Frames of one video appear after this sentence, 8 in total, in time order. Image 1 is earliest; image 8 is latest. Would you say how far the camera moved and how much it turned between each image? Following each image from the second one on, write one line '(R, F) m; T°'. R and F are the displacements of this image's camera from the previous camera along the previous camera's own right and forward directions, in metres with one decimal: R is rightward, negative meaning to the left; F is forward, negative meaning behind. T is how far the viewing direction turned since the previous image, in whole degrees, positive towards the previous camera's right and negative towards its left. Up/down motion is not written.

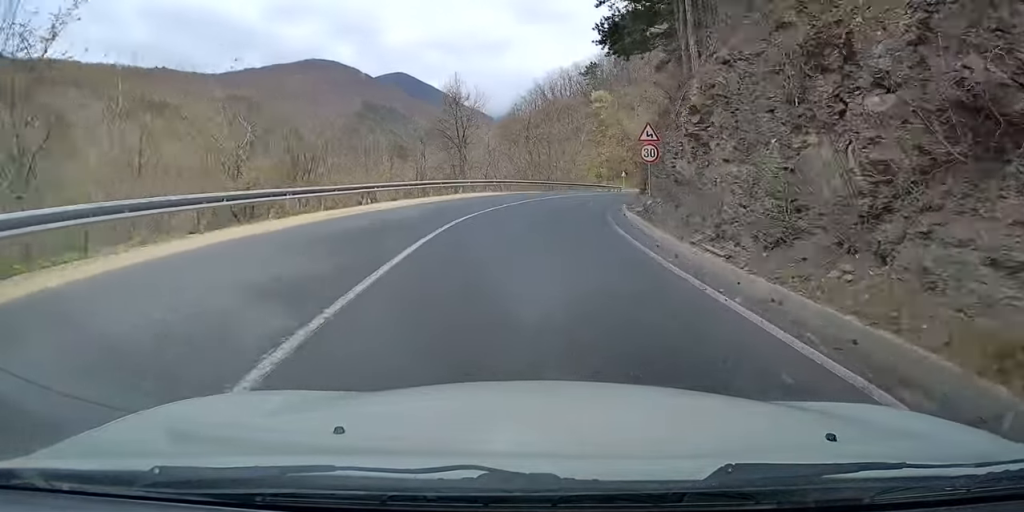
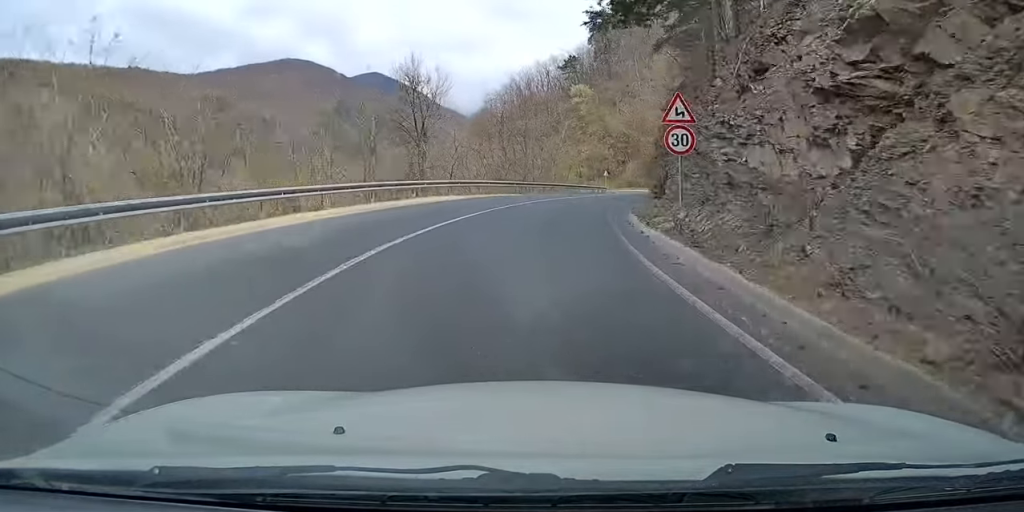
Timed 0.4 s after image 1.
(0.0, +7.7) m; +3°
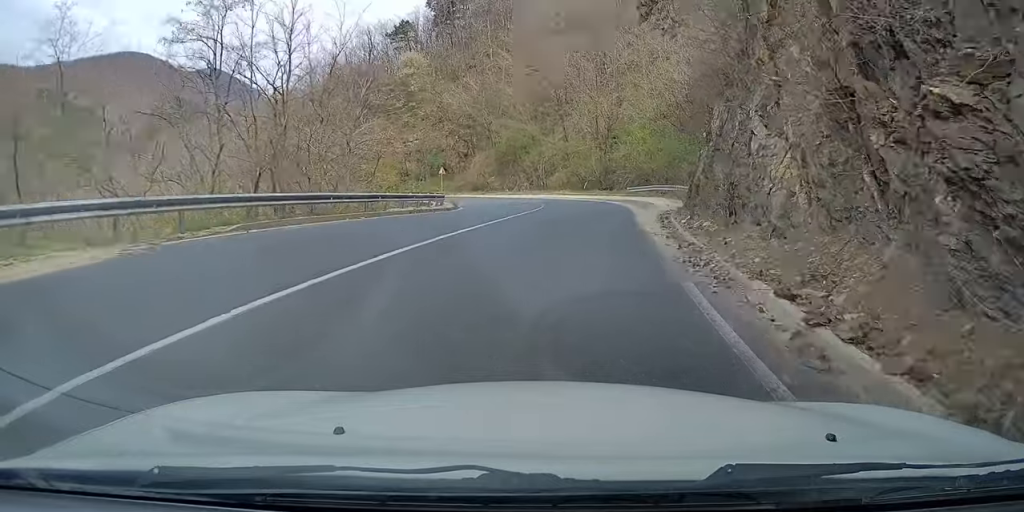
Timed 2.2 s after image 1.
(+3.6, +28.7) m; +14°
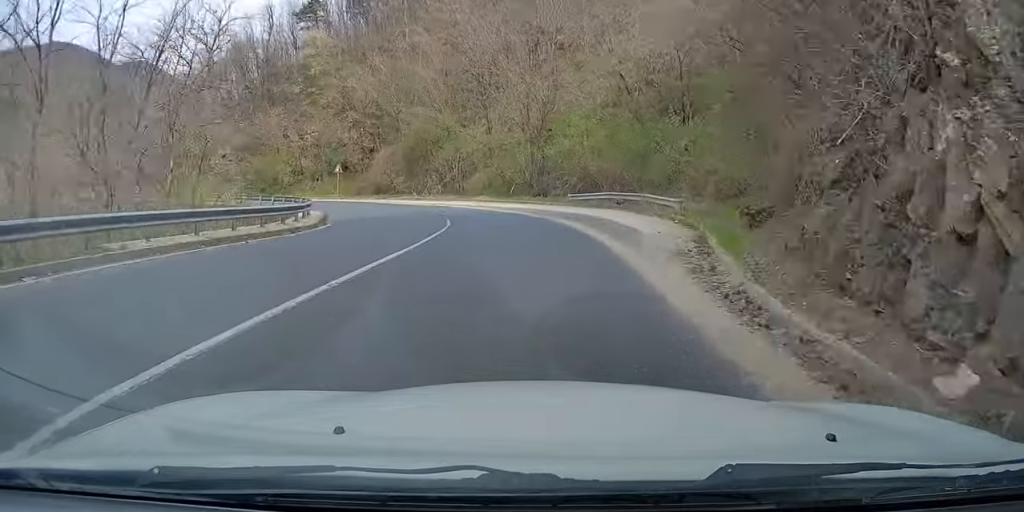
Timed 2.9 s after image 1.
(+0.6, +12.4) m; +3°
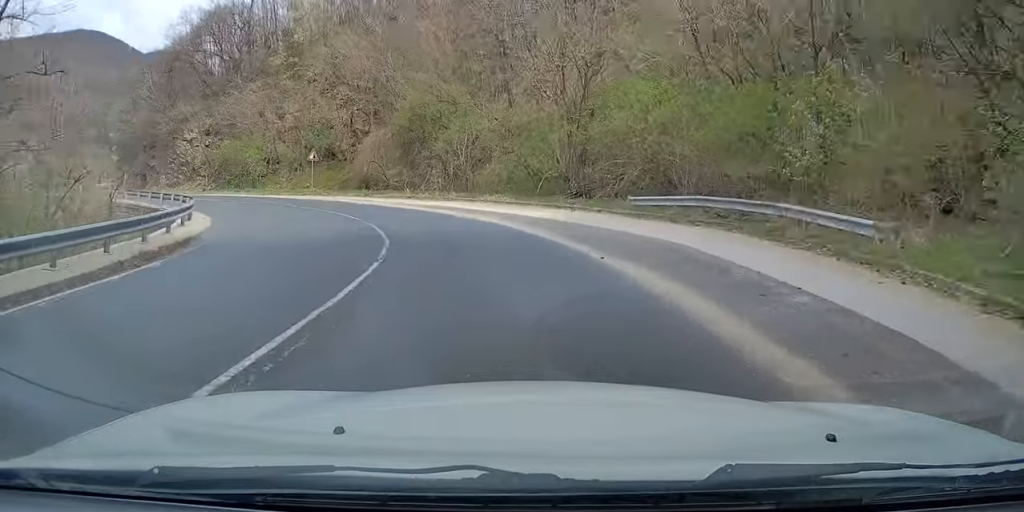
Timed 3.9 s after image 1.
(+0.2, +14.5) m; -5°
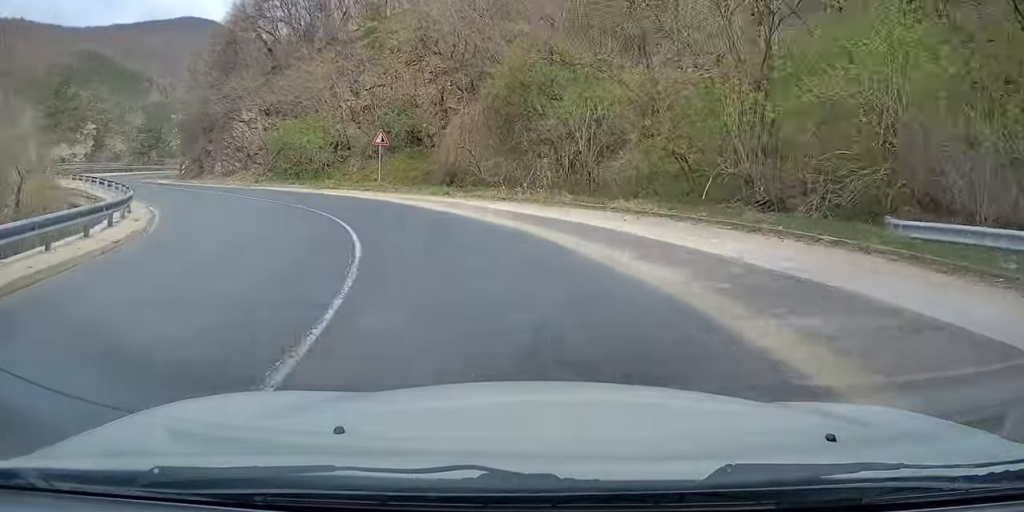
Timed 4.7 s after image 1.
(-0.5, +11.8) m; -11°
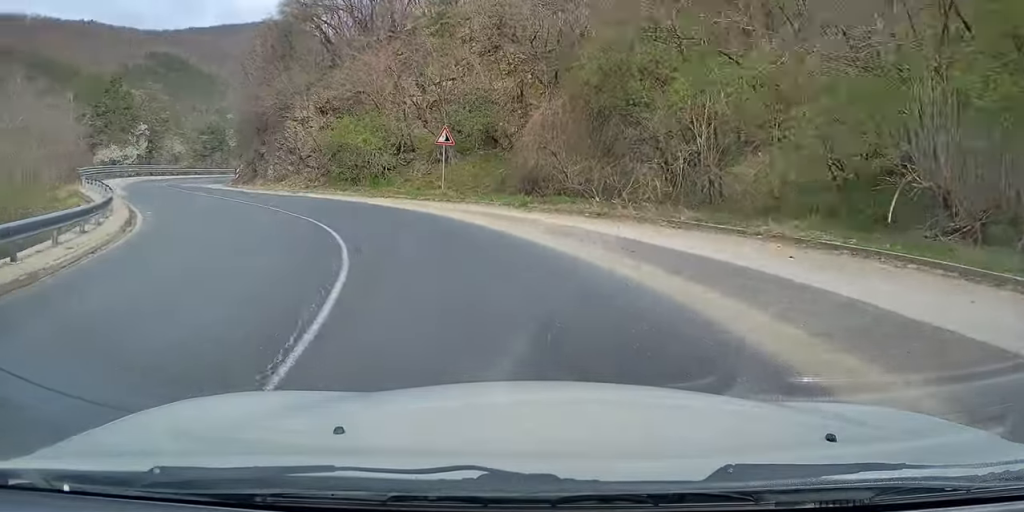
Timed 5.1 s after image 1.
(-0.8, +6.1) m; -7°
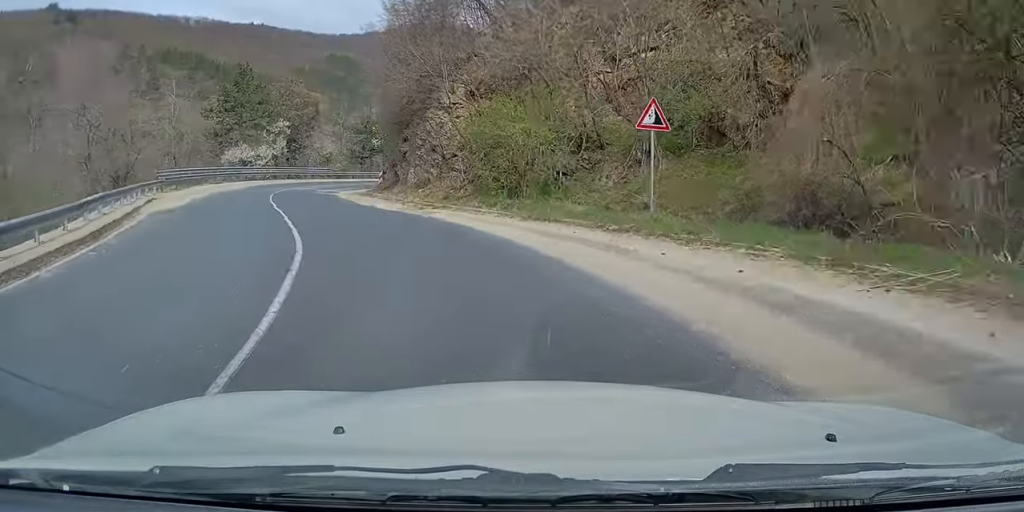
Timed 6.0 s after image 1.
(-1.6, +12.5) m; -14°
